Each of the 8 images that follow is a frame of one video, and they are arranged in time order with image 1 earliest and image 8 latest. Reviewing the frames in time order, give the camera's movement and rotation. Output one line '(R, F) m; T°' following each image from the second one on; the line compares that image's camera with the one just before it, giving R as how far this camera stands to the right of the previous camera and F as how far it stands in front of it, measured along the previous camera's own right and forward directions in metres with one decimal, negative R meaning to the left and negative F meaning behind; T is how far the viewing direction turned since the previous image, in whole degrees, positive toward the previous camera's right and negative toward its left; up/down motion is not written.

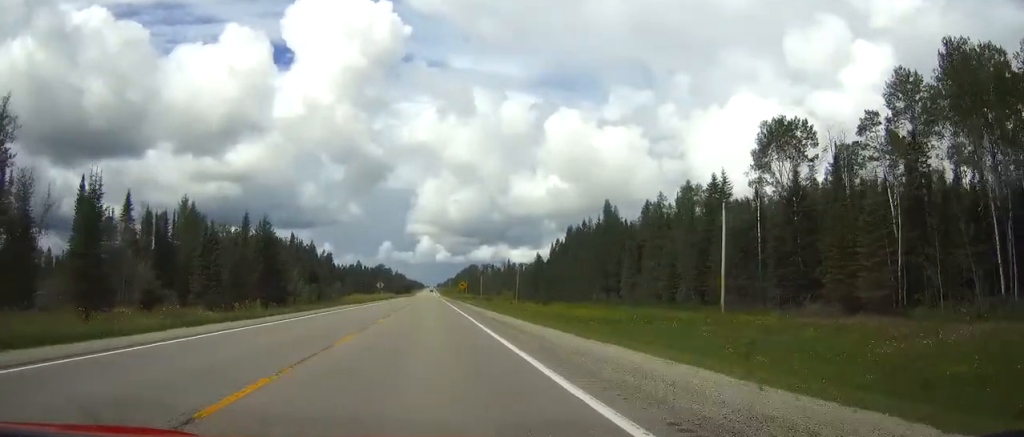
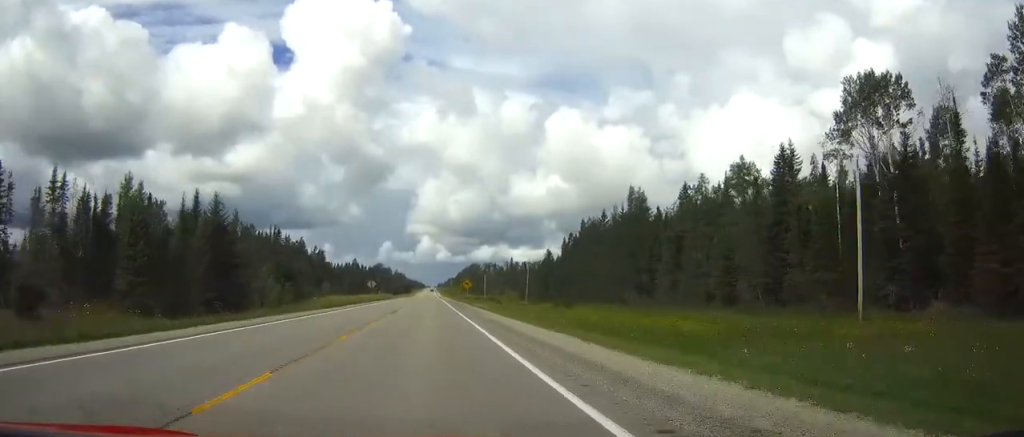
(0.0, +18.4) m; 0°
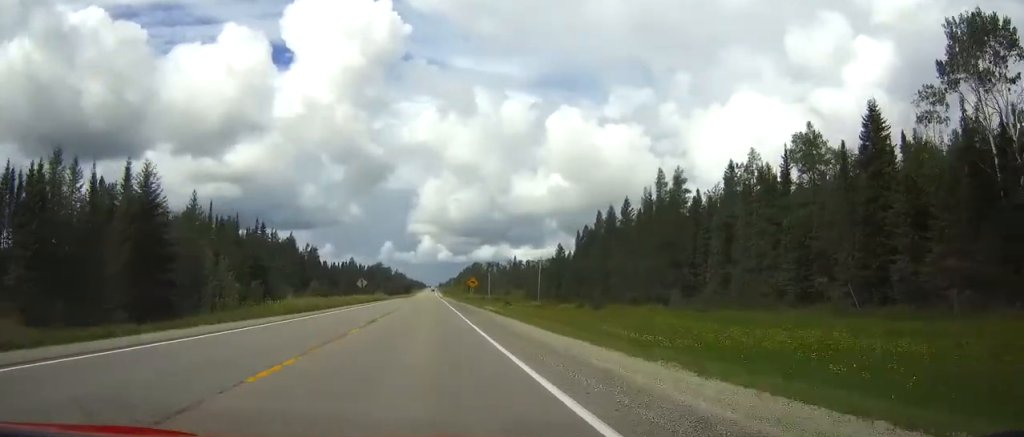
(+0.1, +16.3) m; 0°
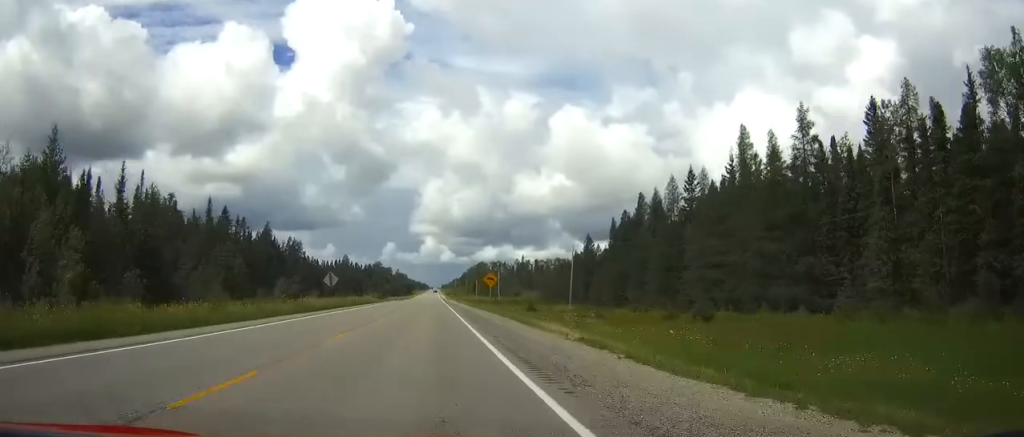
(-0.1, +30.7) m; -1°
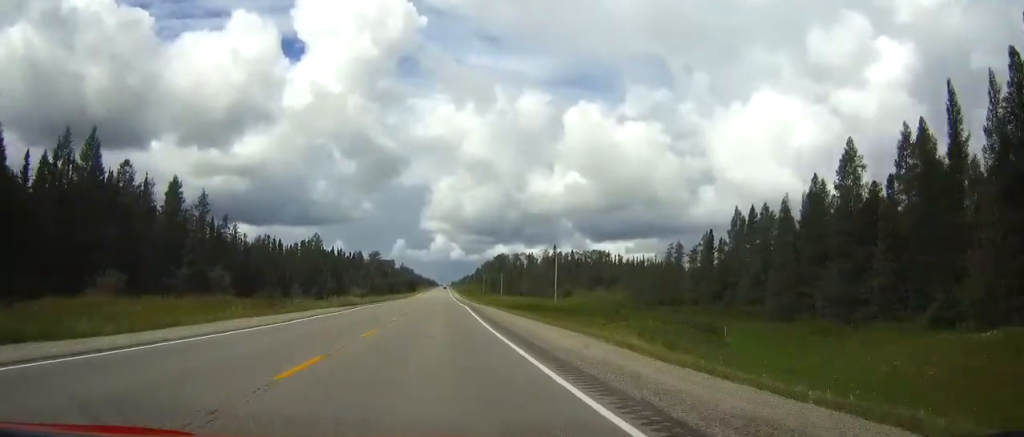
(-1.1, +92.7) m; -1°
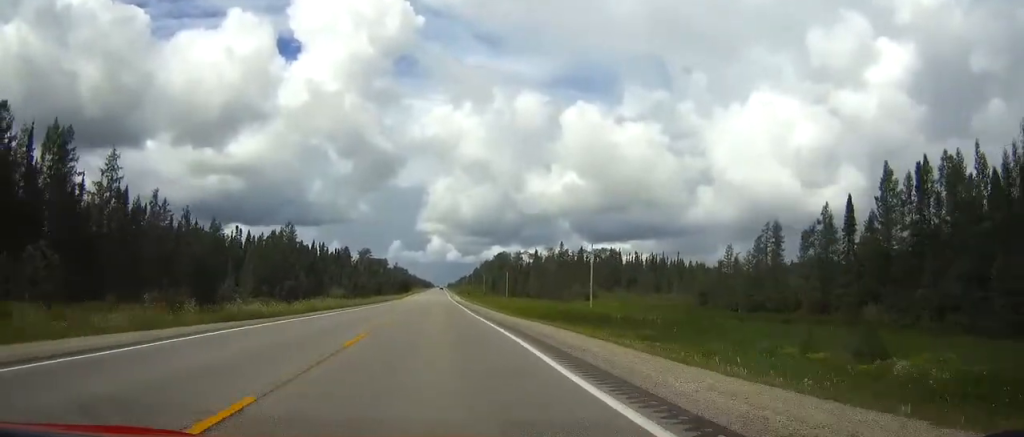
(0.0, +33.1) m; 0°
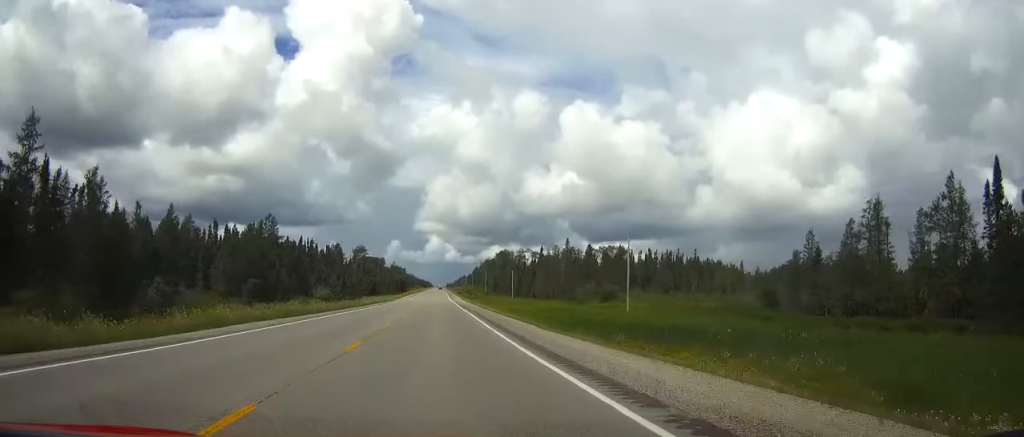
(0.0, +19.7) m; 0°
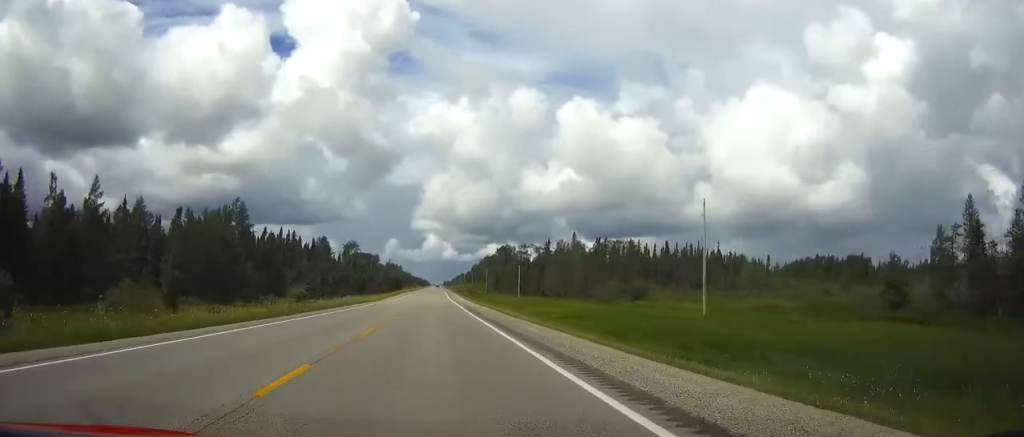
(+0.1, +23.8) m; 0°
